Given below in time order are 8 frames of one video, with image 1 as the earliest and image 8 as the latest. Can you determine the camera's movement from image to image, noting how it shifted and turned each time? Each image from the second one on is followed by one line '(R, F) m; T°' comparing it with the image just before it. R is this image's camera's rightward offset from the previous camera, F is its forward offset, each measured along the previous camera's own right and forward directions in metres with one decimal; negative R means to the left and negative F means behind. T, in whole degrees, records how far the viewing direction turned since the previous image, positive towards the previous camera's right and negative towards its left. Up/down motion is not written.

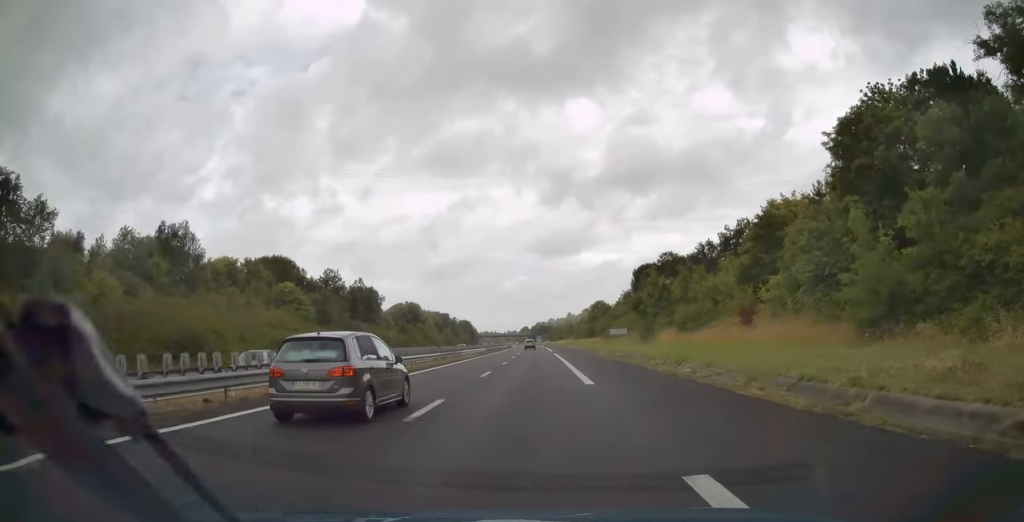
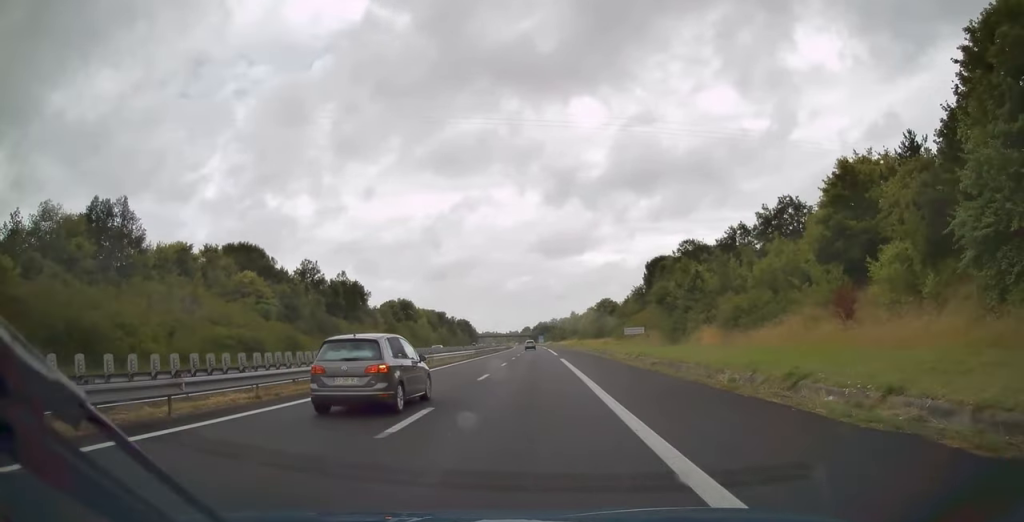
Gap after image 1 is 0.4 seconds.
(0.0, +14.5) m; 0°
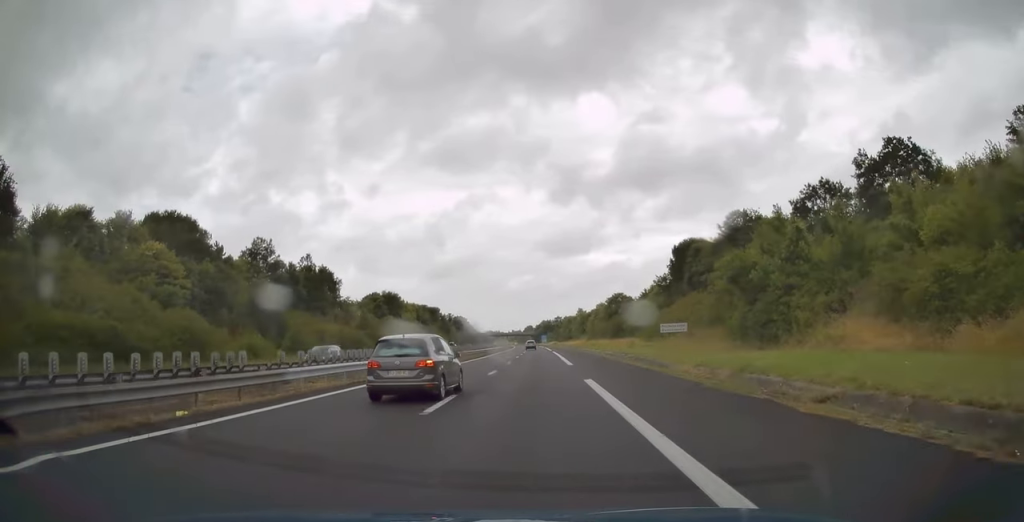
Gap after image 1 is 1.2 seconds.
(0.0, +23.2) m; 0°
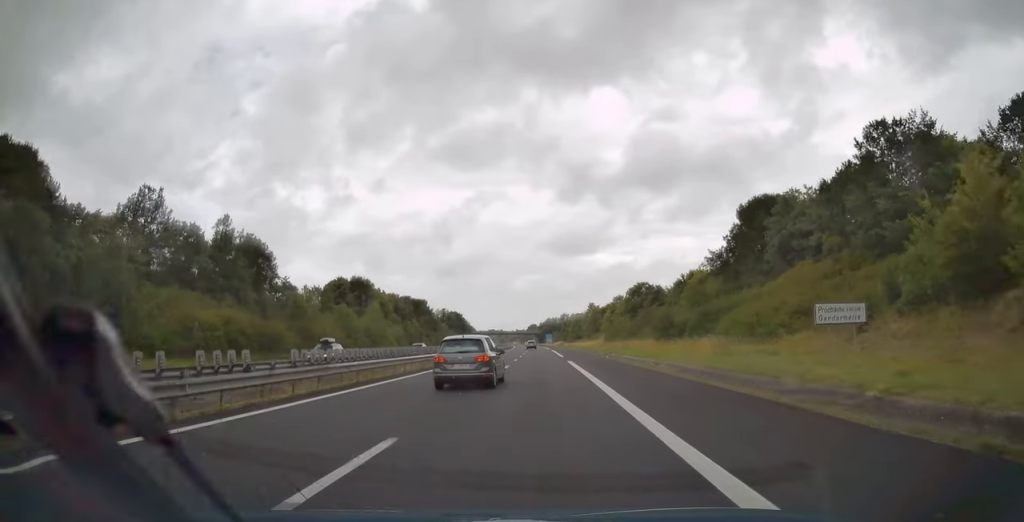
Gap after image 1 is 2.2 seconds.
(-0.2, +33.4) m; 0°
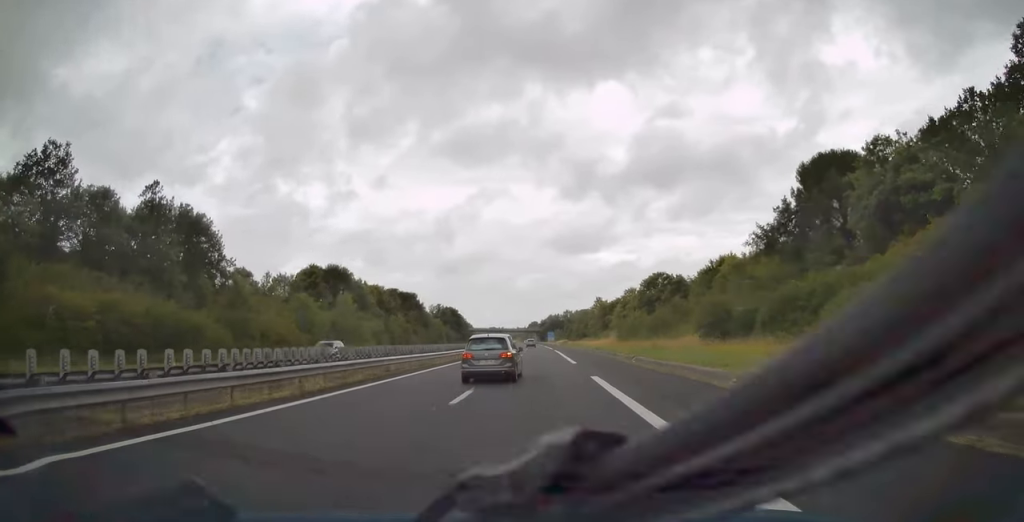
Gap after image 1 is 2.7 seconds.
(0.0, +17.7) m; 0°
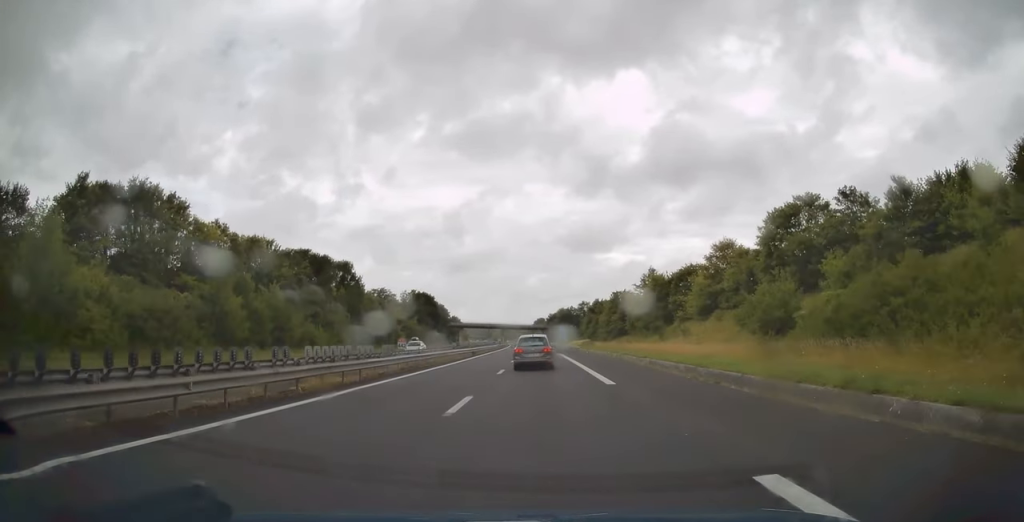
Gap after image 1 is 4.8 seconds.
(-0.7, +66.5) m; -1°
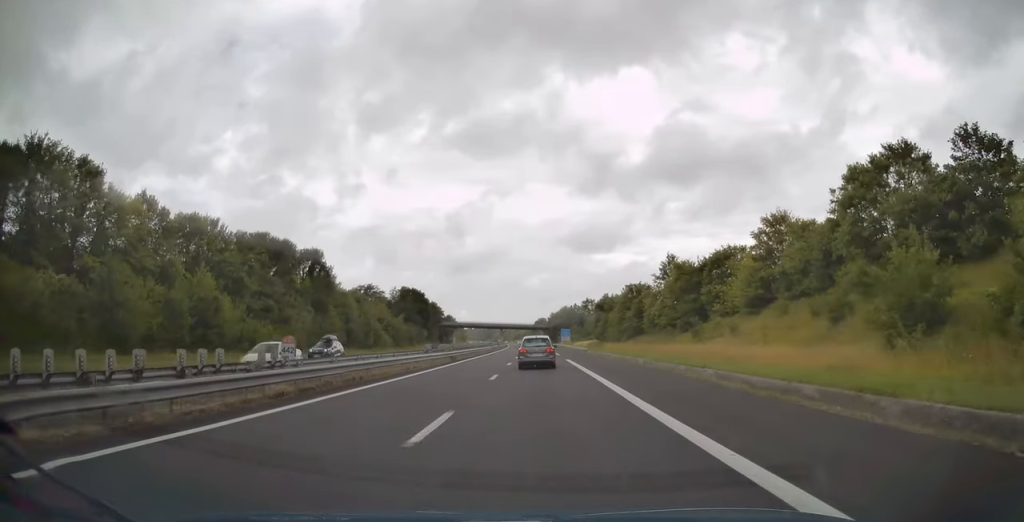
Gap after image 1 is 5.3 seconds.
(0.0, +16.0) m; 0°
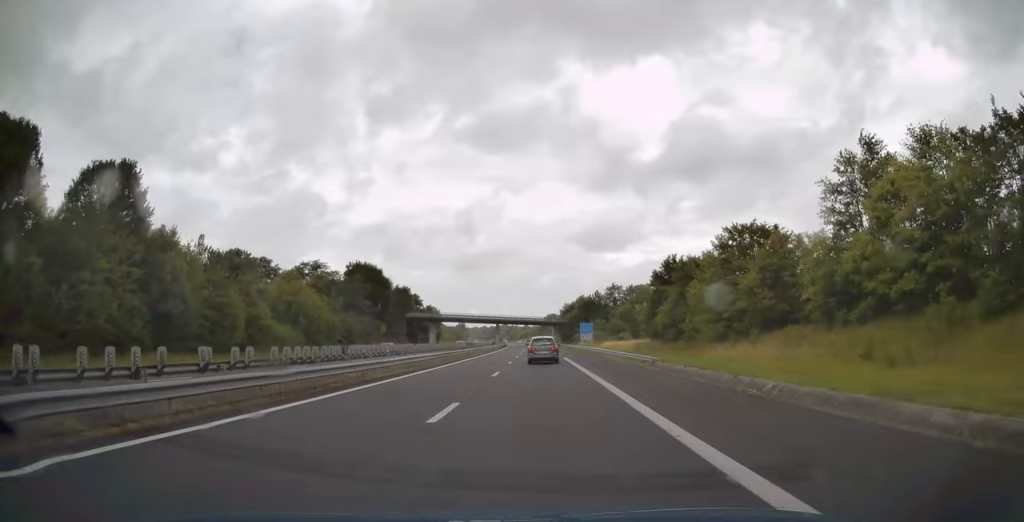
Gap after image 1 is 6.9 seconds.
(-0.1, +50.1) m; -1°
